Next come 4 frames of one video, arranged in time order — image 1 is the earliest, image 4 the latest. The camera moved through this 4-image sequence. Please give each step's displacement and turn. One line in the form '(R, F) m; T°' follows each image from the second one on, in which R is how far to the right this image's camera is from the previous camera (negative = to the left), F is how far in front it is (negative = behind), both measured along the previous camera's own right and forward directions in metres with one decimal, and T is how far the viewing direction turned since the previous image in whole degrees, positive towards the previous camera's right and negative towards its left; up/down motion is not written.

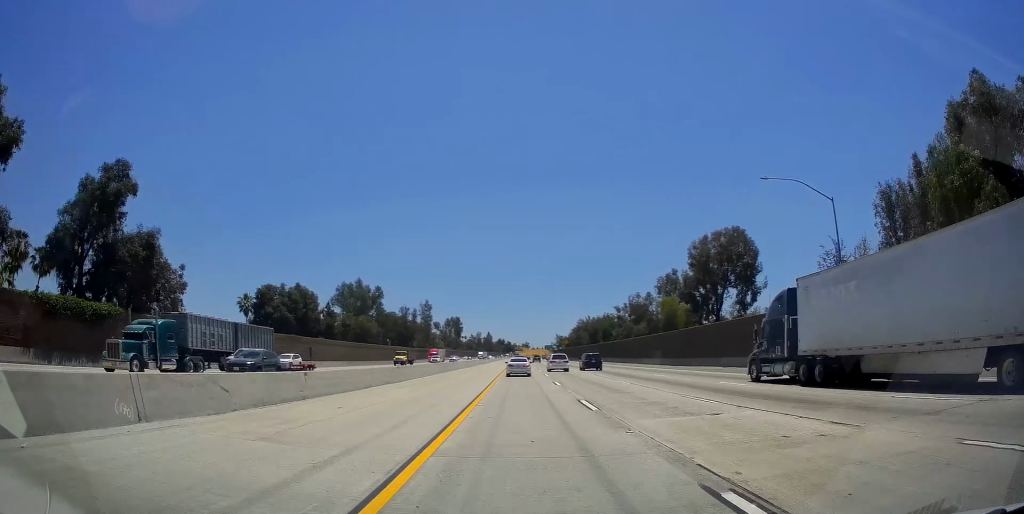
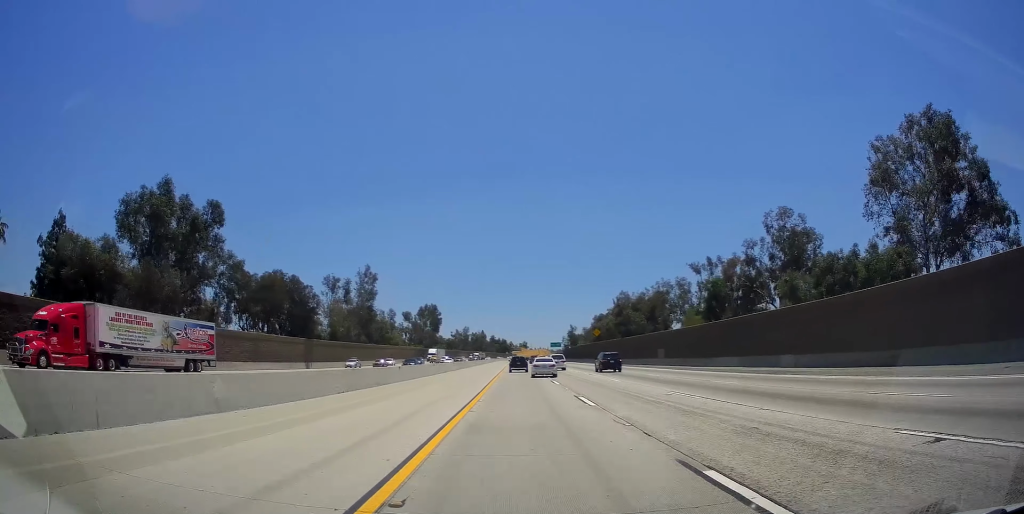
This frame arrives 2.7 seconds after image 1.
(-0.2, +89.0) m; 0°
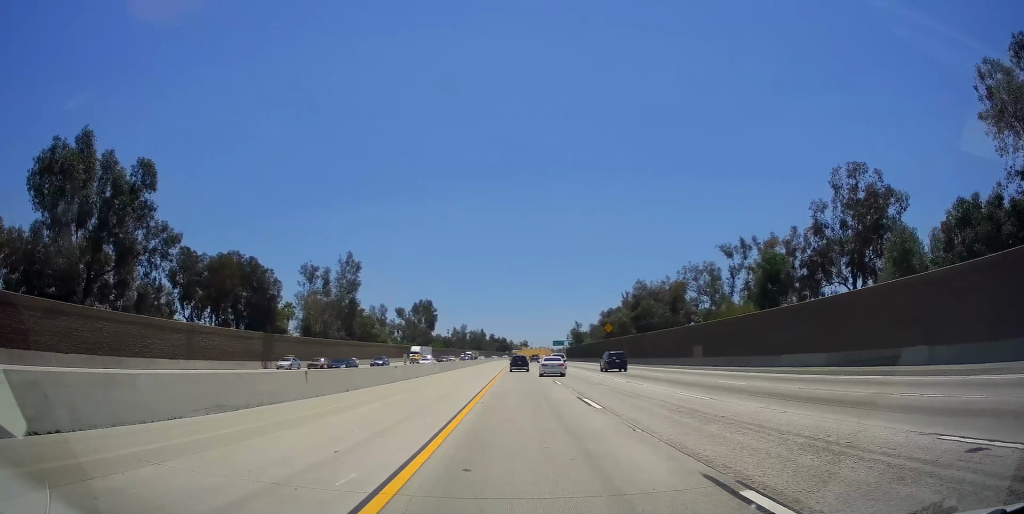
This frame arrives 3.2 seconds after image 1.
(-0.2, +15.6) m; 0°
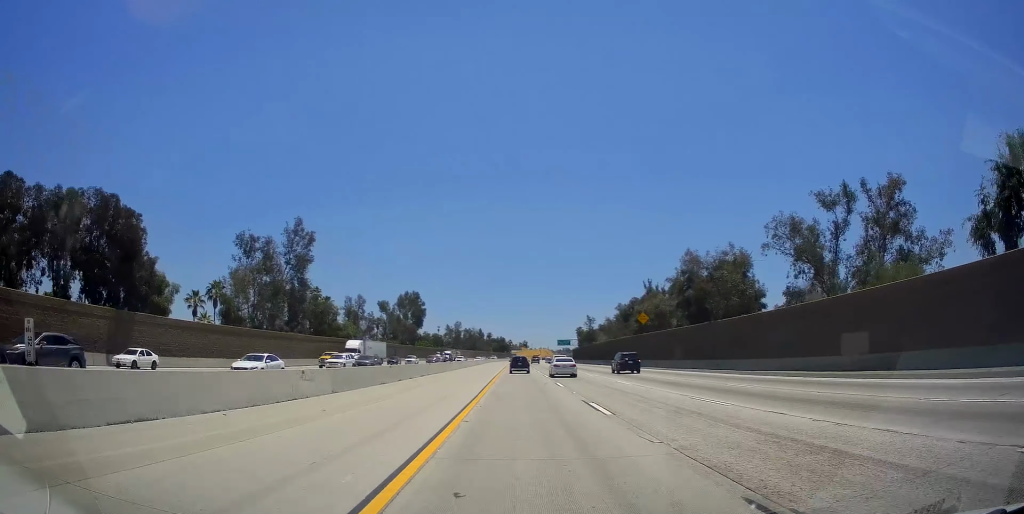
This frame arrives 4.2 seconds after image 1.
(+0.5, +29.4) m; 0°
